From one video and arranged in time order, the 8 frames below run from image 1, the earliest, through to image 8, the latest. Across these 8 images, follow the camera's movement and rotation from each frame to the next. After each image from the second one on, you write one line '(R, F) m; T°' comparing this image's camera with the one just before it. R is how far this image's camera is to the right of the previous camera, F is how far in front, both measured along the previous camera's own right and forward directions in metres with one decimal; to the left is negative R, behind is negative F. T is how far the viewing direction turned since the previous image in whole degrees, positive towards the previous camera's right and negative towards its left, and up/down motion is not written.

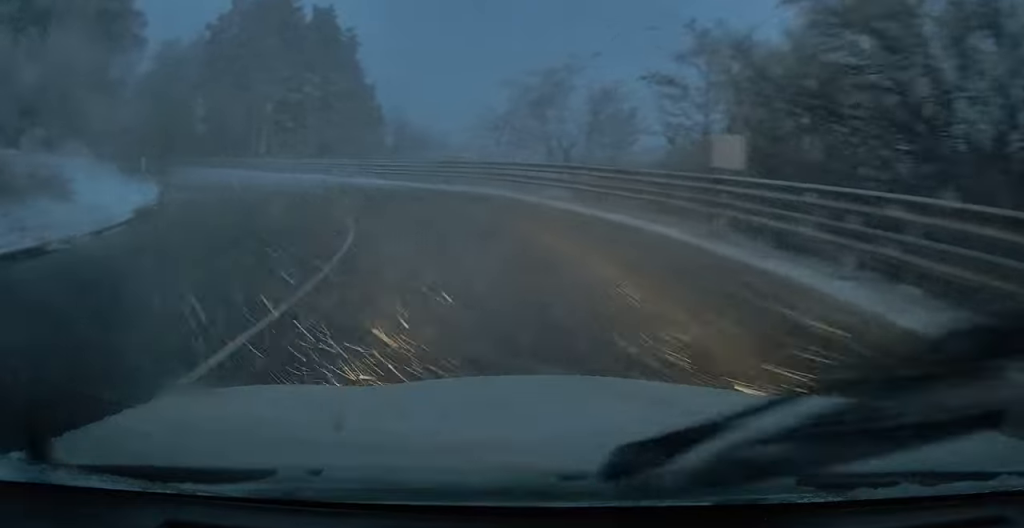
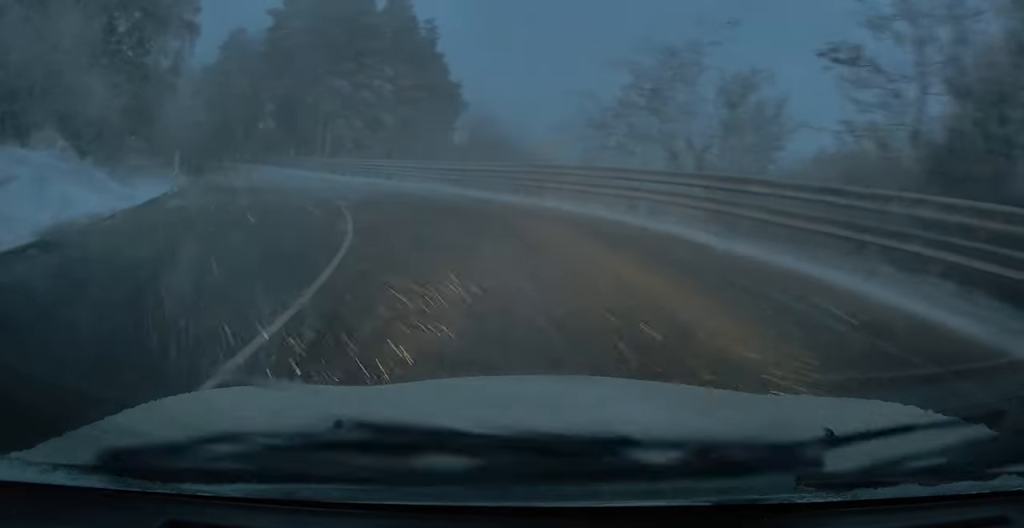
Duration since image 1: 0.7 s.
(-0.2, +7.2) m; -5°
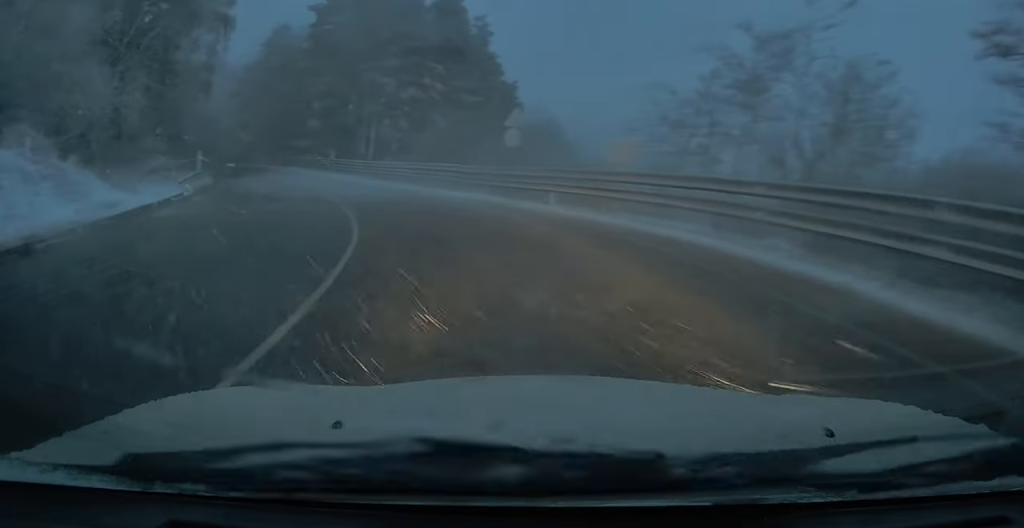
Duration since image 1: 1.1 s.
(-0.2, +3.9) m; -3°
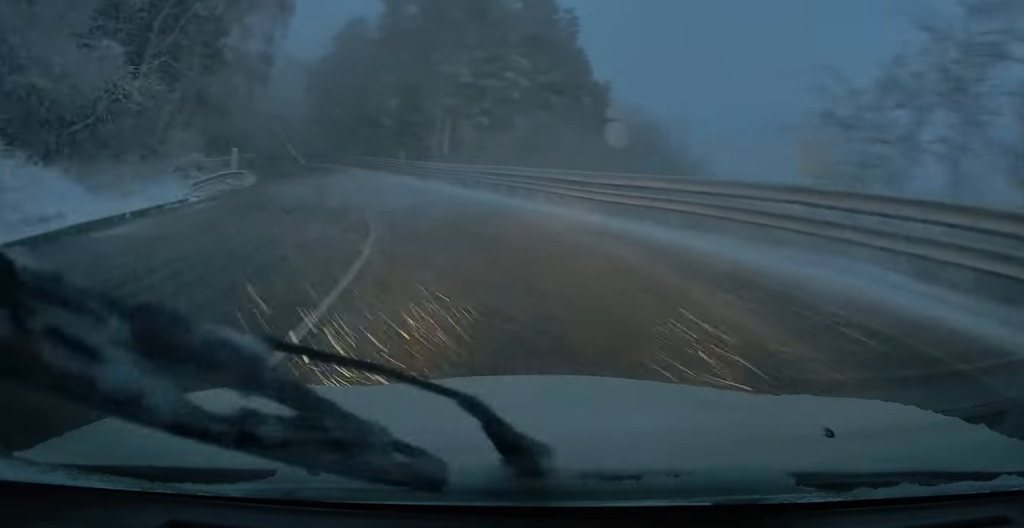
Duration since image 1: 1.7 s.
(-0.2, +5.8) m; -5°
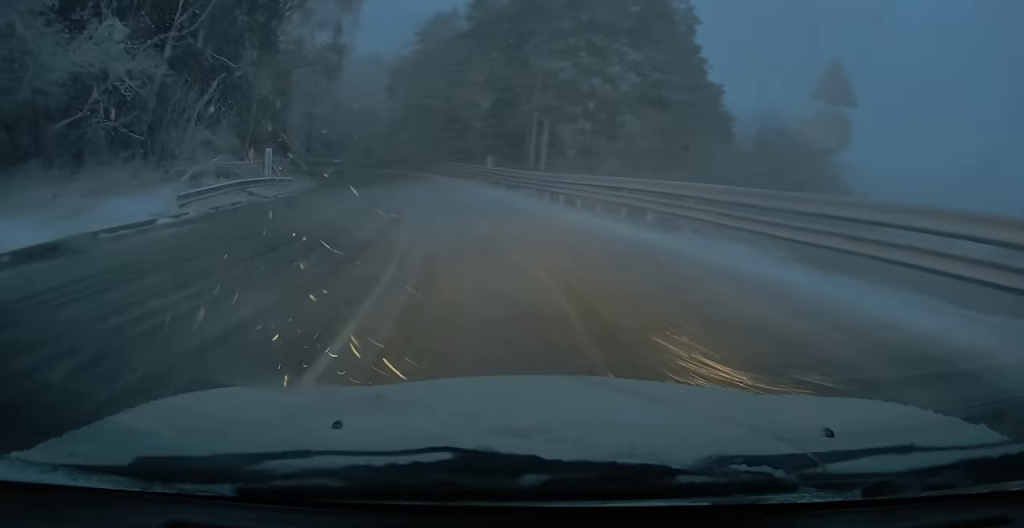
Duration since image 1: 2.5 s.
(-0.1, +7.1) m; -8°
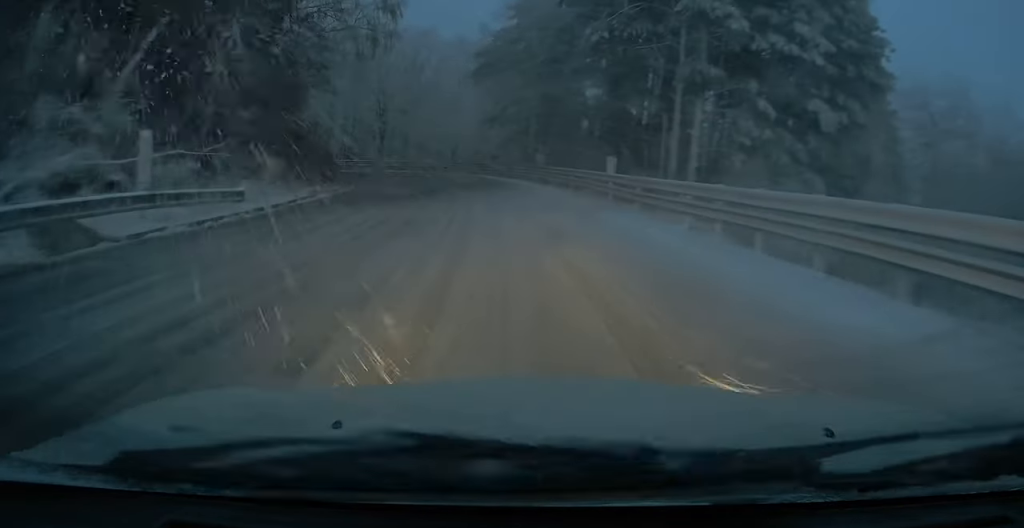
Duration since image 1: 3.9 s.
(-2.4, +13.2) m; -14°
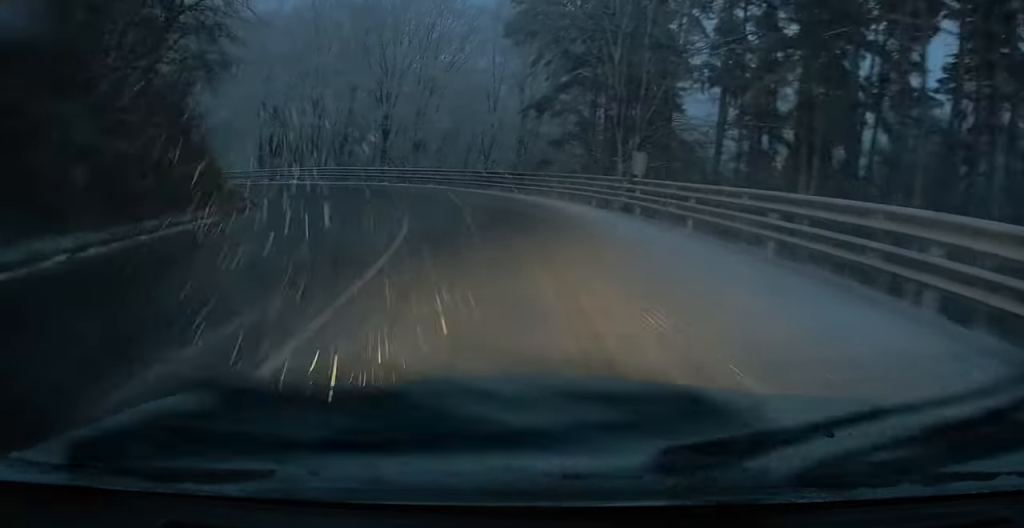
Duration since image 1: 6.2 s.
(-1.7, +21.2) m; -9°
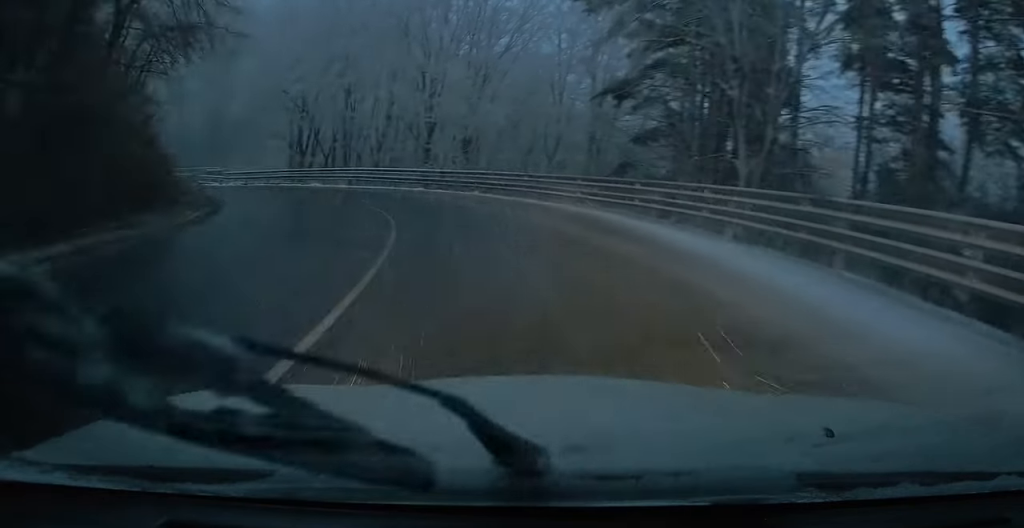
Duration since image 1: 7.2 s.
(-0.3, +9.2) m; -5°
